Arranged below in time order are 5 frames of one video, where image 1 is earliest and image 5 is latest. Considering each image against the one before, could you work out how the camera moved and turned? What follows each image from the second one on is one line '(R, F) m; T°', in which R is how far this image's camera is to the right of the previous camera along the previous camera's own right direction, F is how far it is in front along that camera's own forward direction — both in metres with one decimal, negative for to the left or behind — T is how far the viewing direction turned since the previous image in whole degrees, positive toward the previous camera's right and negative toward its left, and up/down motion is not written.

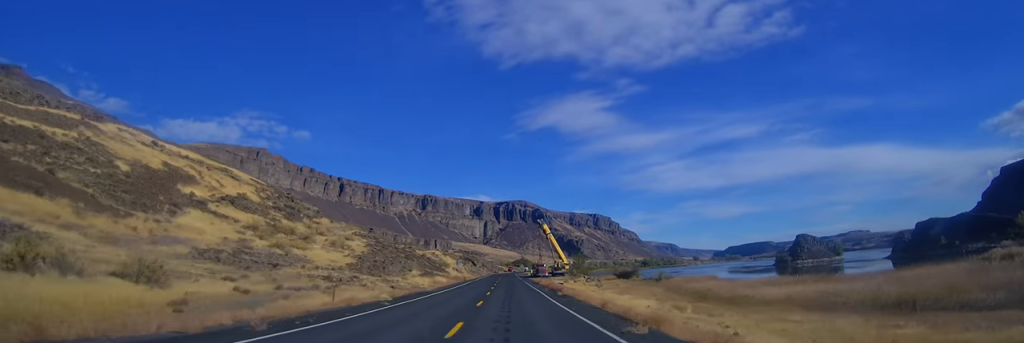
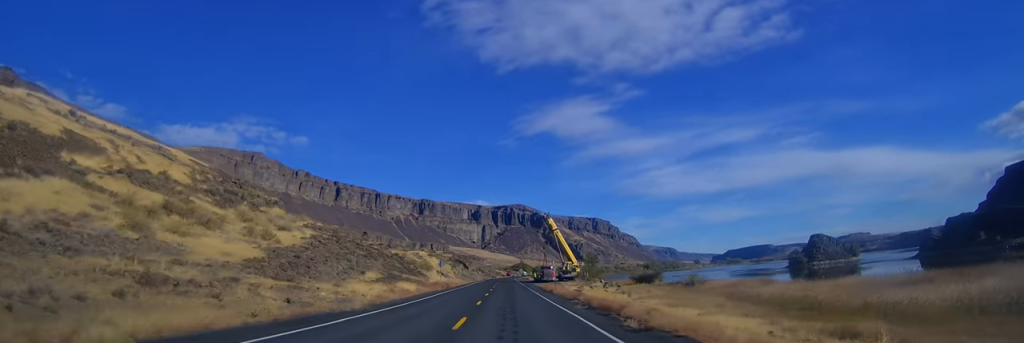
(0.0, +22.4) m; 0°
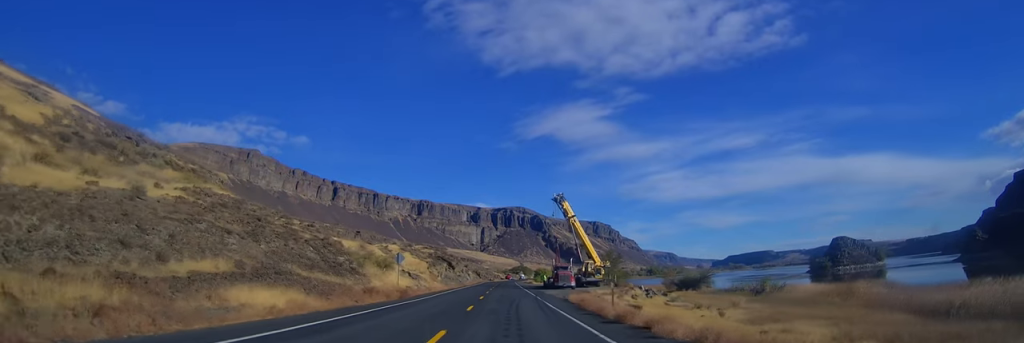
(+0.1, +28.8) m; 0°
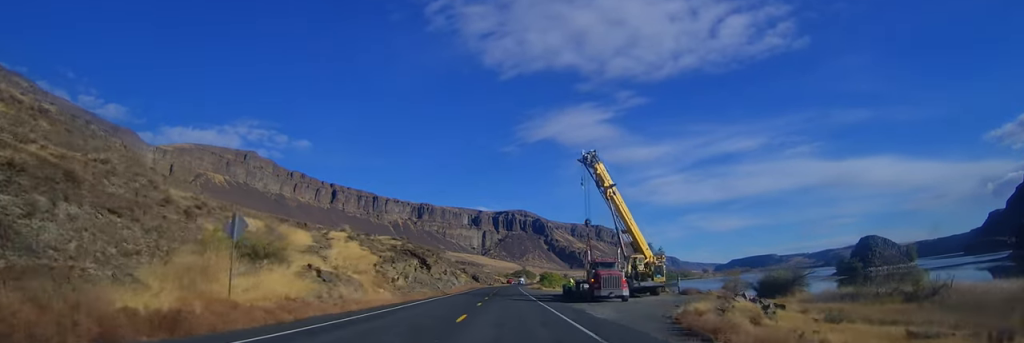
(0.0, +29.1) m; 0°
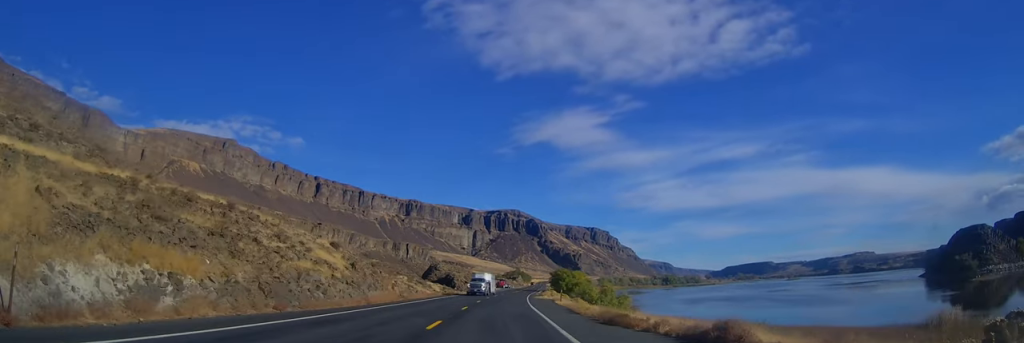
(+0.5, +87.8) m; 0°
